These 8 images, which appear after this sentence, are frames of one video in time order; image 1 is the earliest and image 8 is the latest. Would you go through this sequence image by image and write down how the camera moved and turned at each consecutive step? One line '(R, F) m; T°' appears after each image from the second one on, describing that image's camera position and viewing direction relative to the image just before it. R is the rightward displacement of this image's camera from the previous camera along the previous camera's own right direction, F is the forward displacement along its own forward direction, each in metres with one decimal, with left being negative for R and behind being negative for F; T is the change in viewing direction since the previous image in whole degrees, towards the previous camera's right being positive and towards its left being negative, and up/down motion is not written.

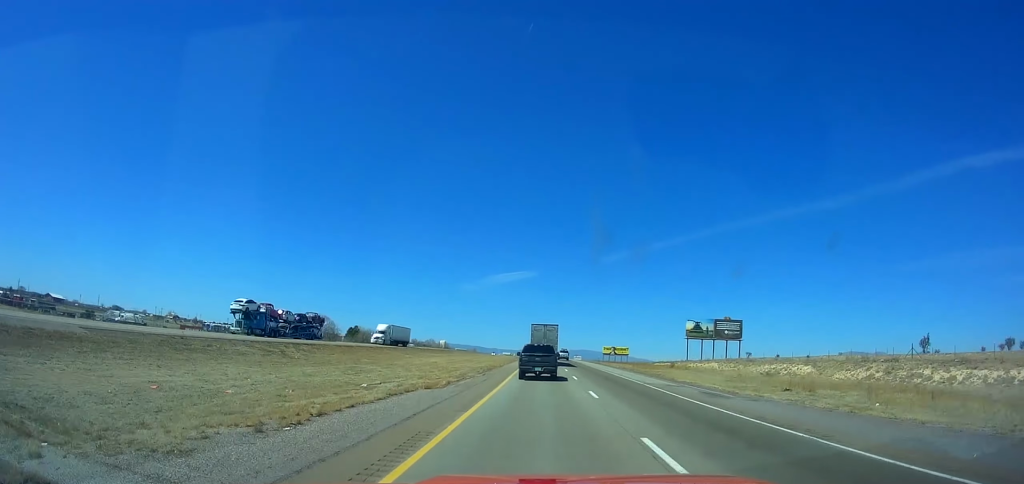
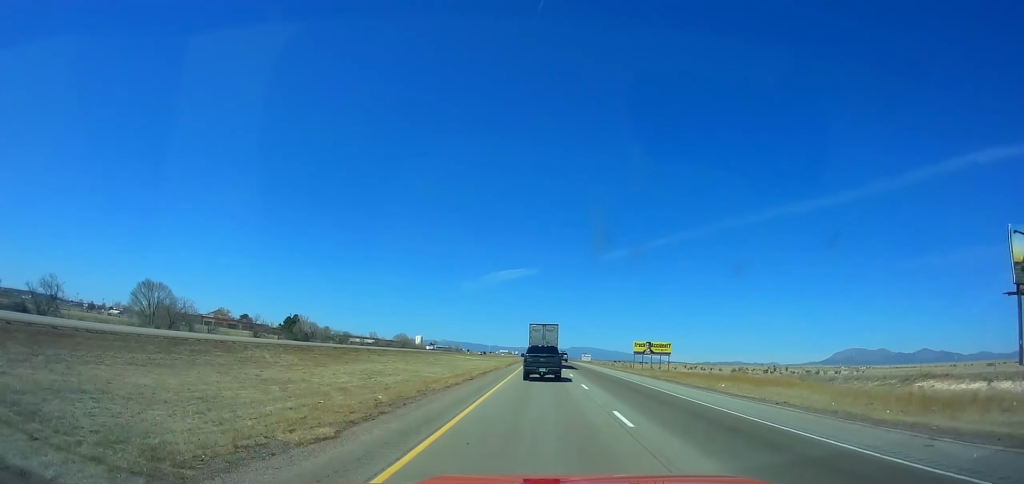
(0.0, +104.0) m; 0°
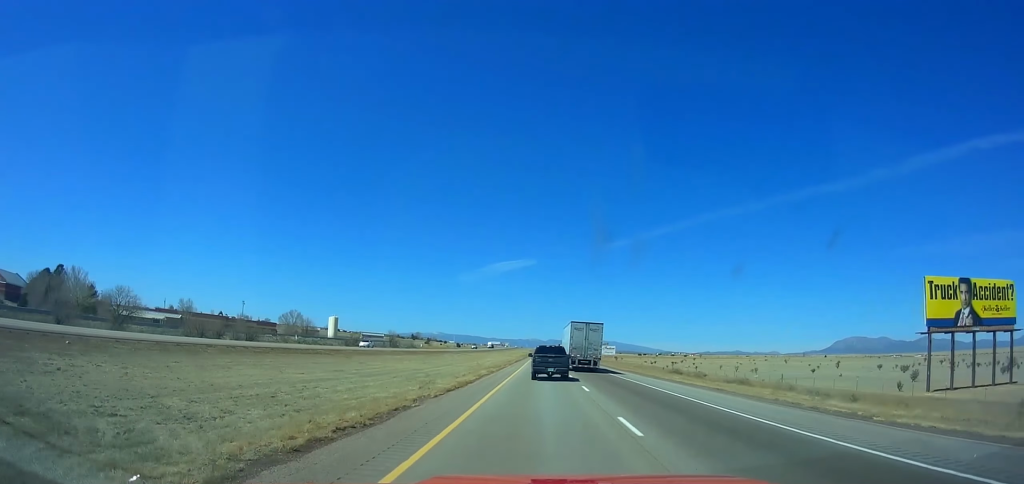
(+0.7, +172.4) m; 0°
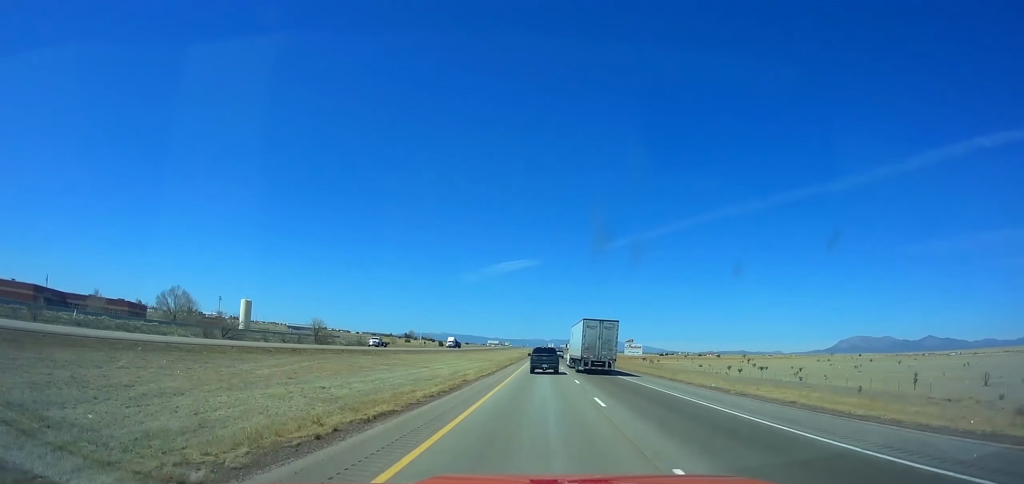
(0.0, +79.5) m; 0°
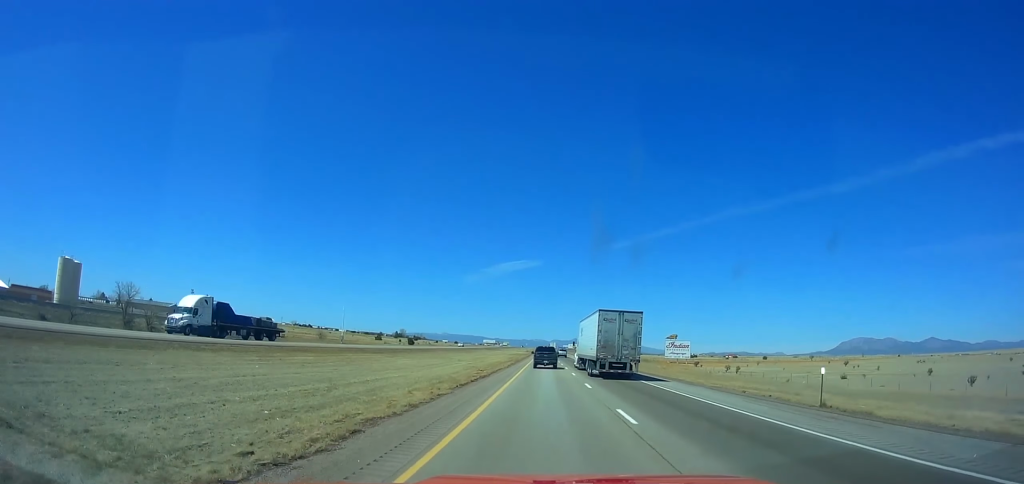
(-0.1, +75.4) m; 0°
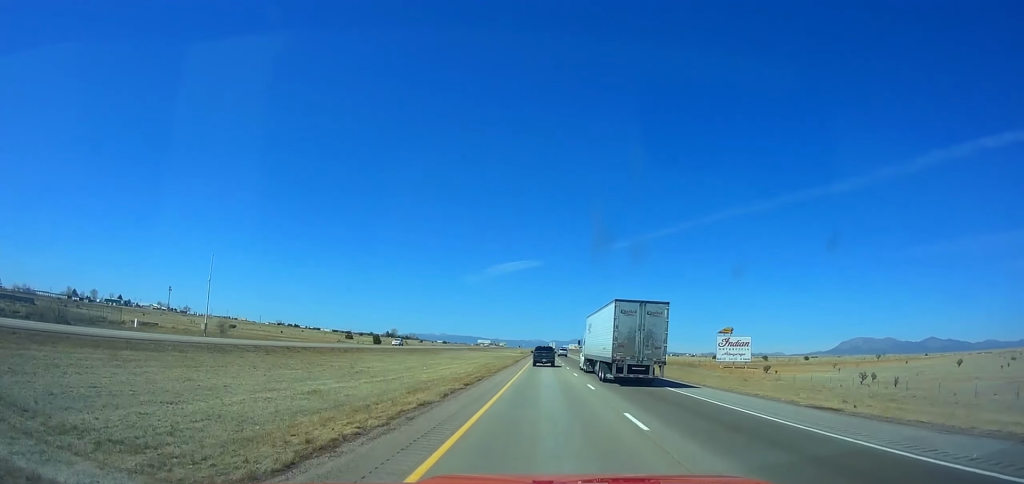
(-0.3, +48.2) m; 0°
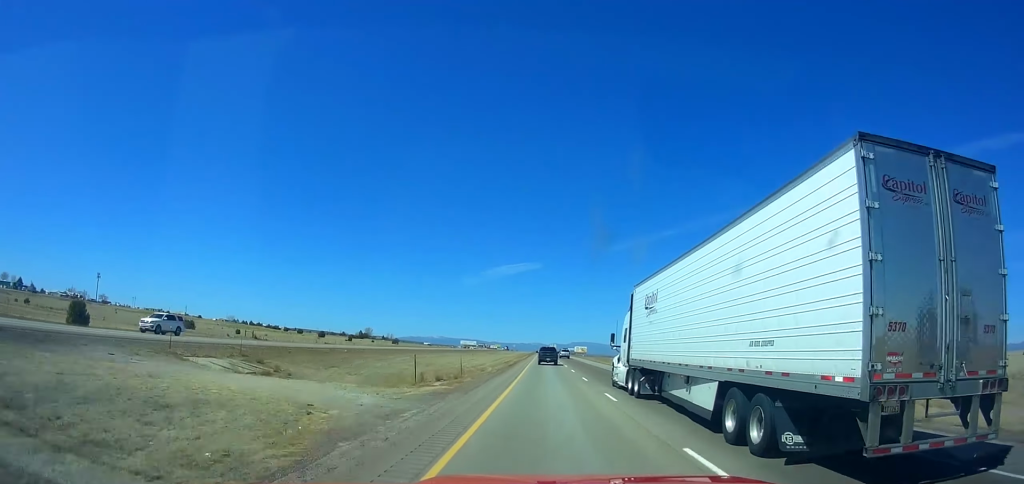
(+0.4, +135.8) m; 0°
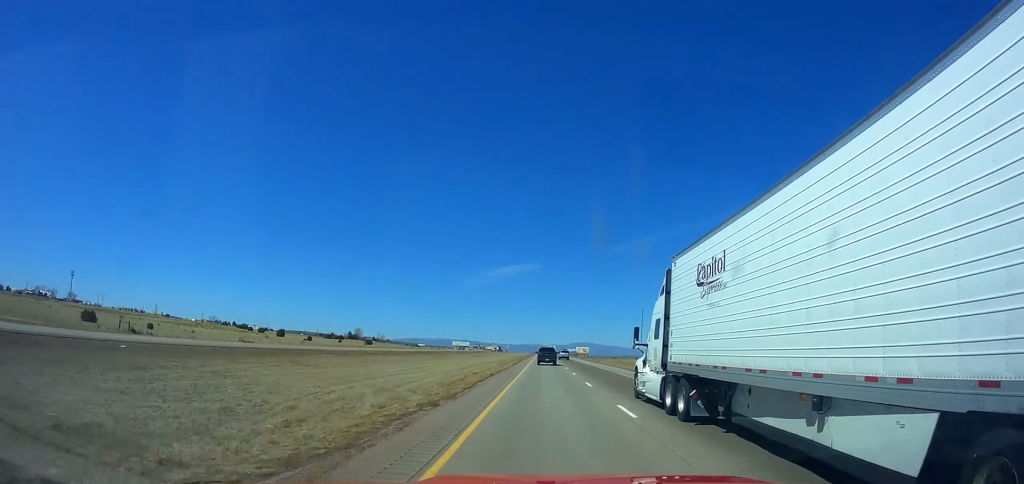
(+0.2, +40.8) m; 0°
